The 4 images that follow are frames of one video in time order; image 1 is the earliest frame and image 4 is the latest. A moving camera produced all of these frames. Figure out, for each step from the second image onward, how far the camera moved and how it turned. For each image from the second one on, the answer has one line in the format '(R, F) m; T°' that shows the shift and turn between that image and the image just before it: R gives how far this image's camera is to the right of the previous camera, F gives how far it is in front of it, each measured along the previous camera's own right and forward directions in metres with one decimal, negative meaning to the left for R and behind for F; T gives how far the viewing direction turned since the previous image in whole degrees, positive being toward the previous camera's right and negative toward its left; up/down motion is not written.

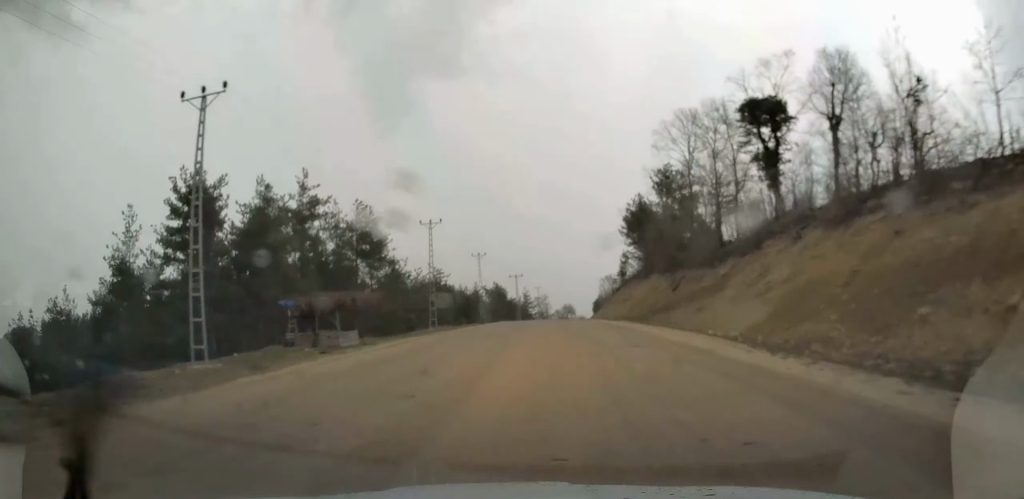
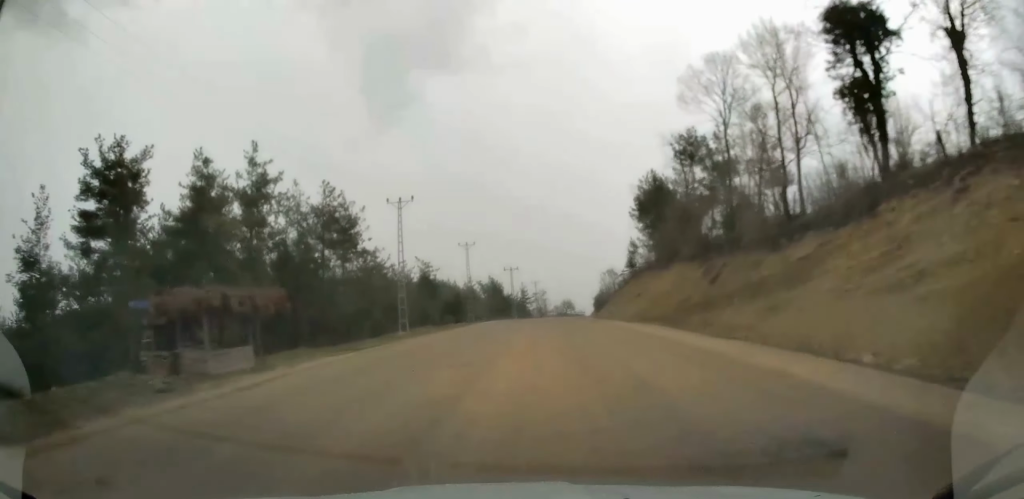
(0.0, +10.8) m; 0°
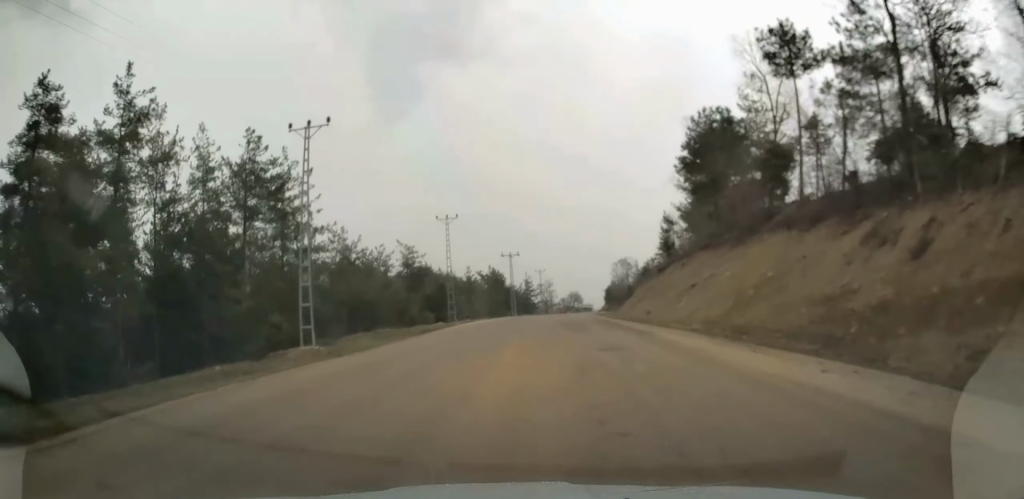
(0.0, +18.9) m; 0°
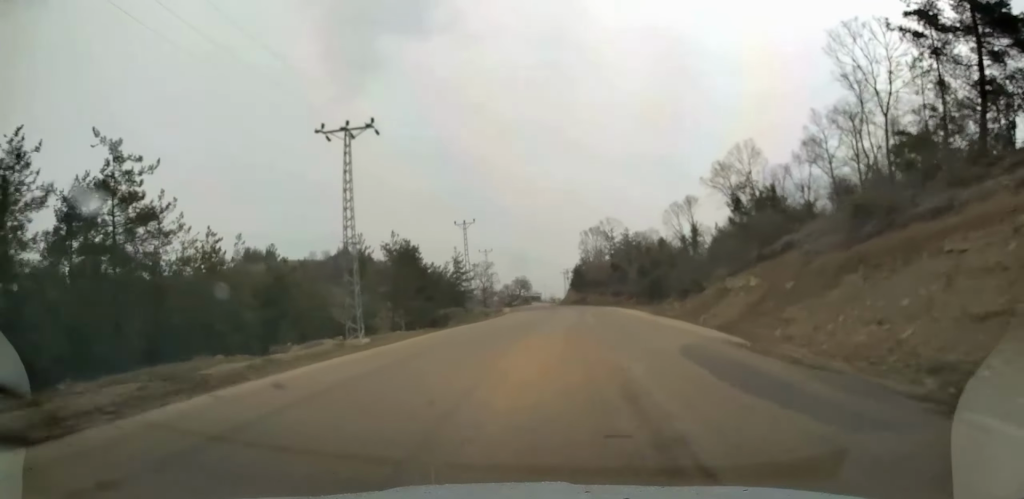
(+1.9, +65.9) m; +6°
